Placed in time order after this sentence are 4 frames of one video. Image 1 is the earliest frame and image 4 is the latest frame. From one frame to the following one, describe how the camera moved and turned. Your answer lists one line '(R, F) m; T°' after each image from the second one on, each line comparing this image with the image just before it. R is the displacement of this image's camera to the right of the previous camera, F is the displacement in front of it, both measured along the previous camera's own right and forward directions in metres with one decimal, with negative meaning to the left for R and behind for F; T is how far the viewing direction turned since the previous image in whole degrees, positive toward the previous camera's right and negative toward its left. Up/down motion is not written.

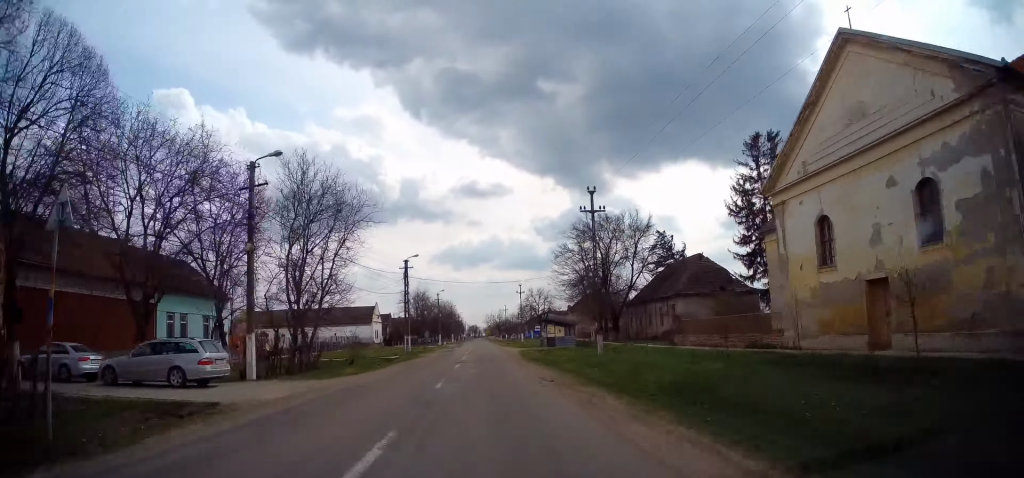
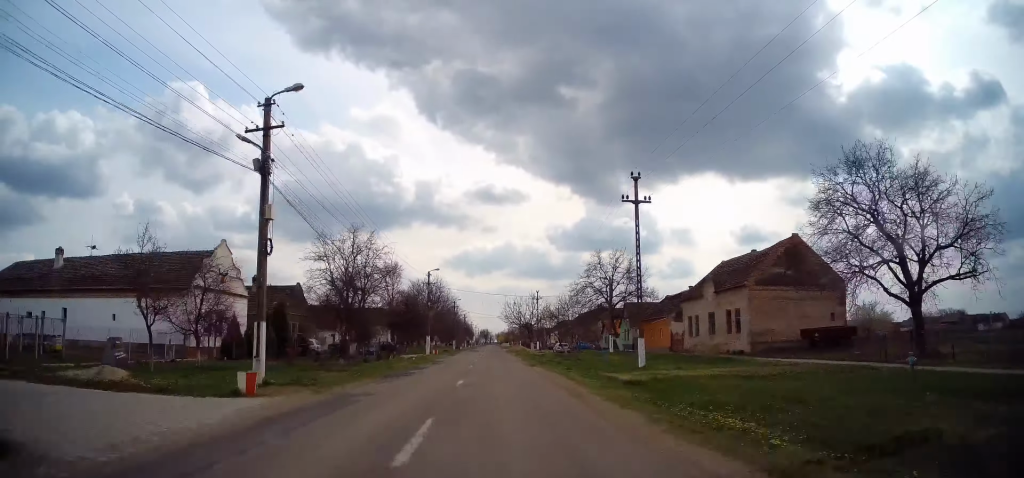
(-1.5, +70.3) m; -2°
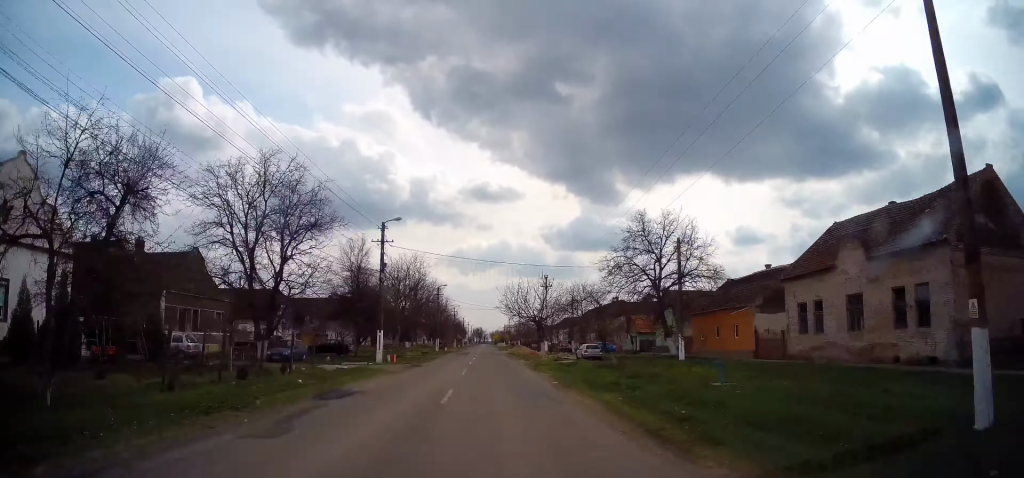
(-0.3, +21.4) m; 0°
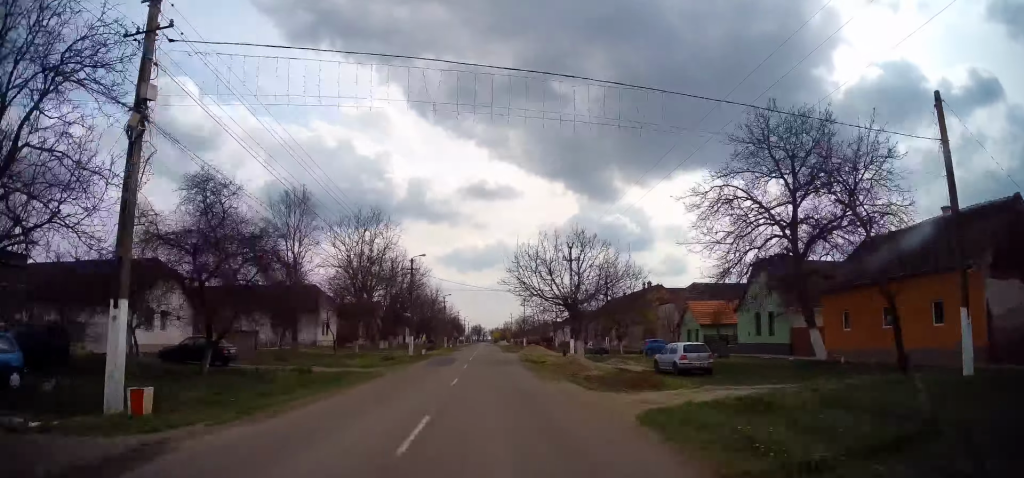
(+0.2, +23.3) m; 0°
